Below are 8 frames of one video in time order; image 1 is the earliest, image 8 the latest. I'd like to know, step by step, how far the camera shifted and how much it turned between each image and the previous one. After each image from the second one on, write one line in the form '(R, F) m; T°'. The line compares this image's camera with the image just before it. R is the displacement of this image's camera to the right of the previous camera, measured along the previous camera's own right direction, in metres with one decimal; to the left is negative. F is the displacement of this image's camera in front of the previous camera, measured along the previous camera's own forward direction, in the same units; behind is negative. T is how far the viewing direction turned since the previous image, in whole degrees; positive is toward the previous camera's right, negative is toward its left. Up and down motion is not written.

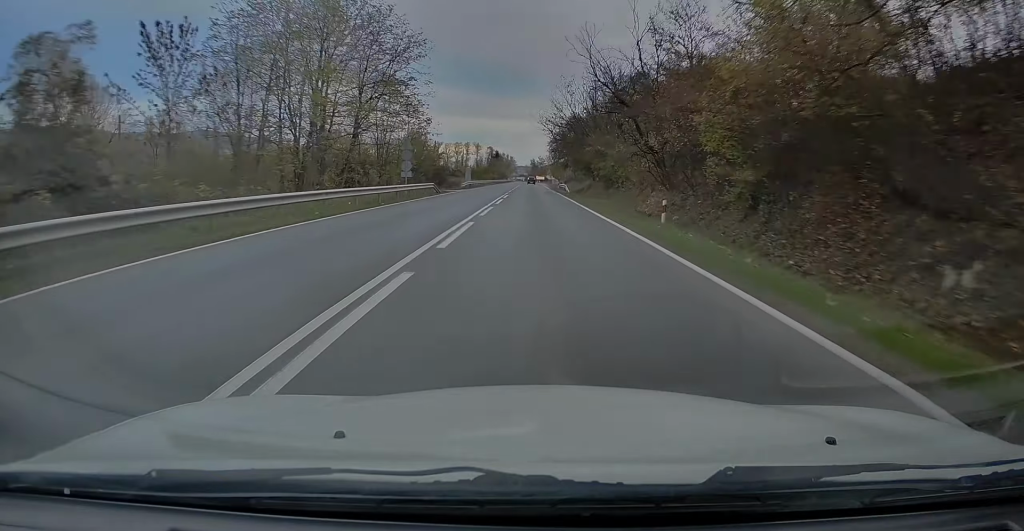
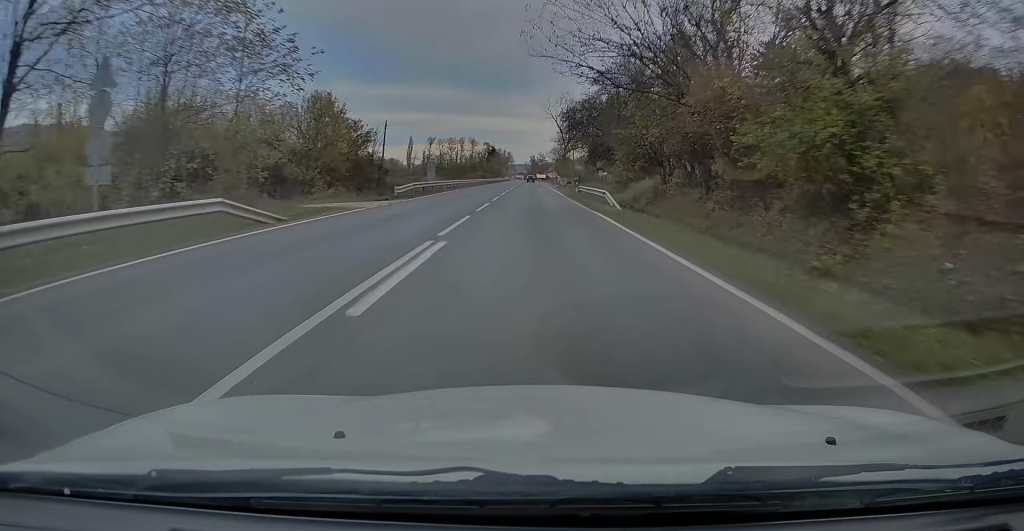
(+0.6, +31.6) m; +1°
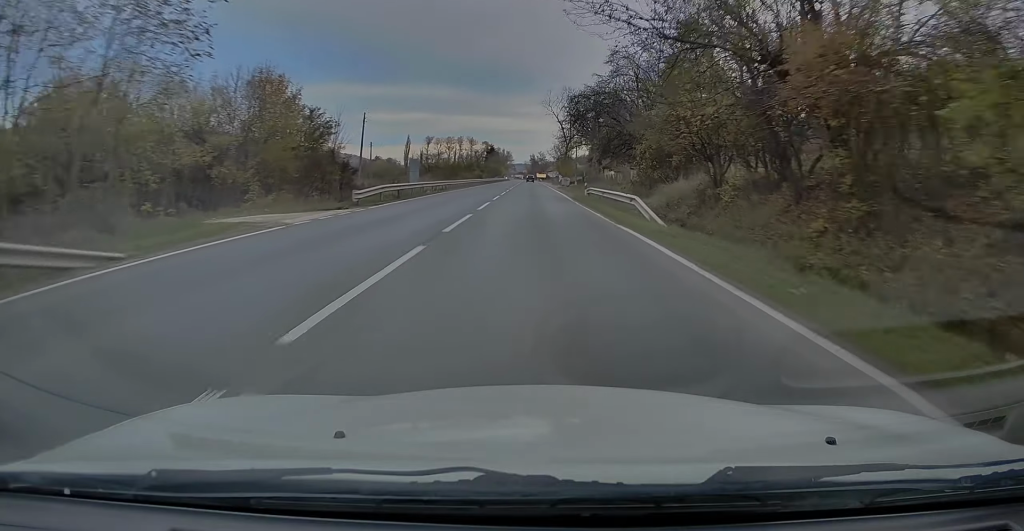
(+0.1, +7.9) m; 0°
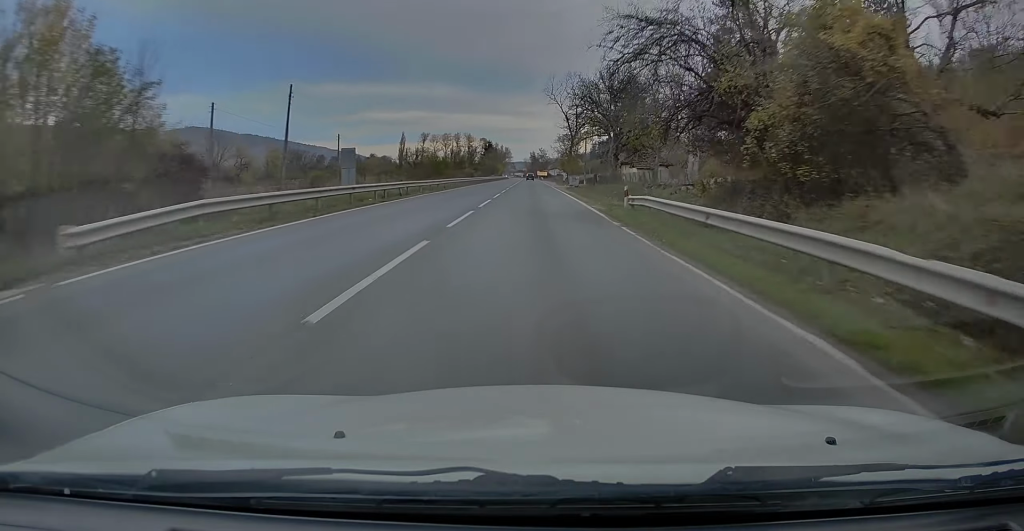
(-0.5, +17.0) m; -1°
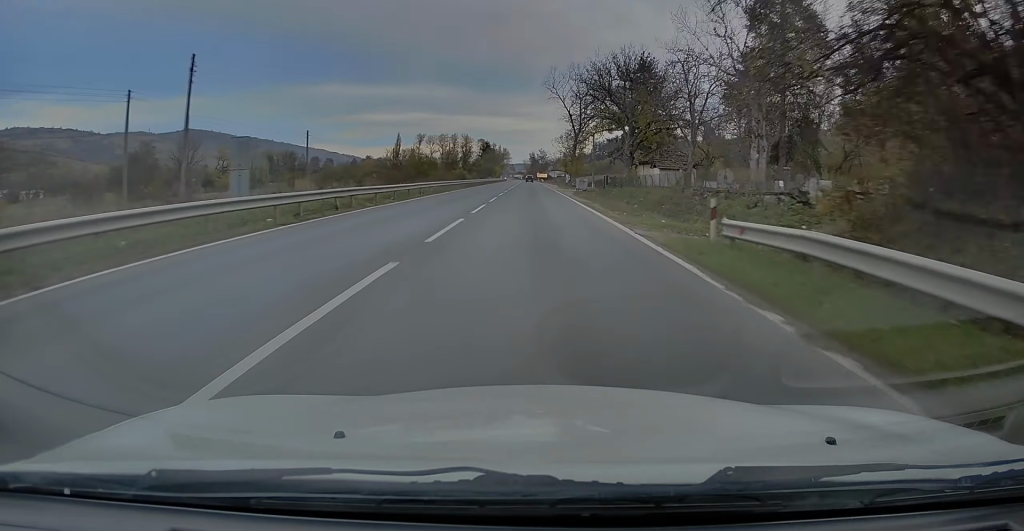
(+0.1, +11.5) m; 0°
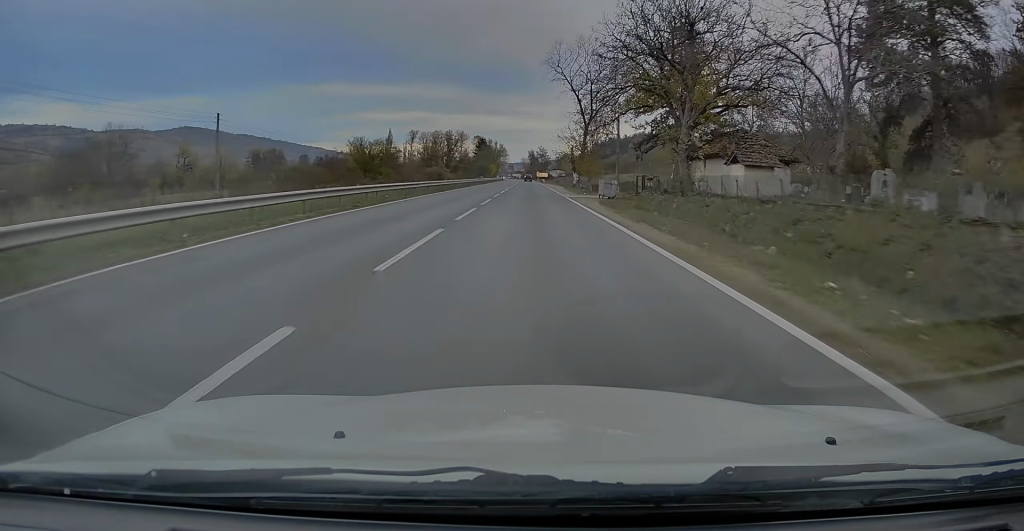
(+0.1, +21.2) m; 0°
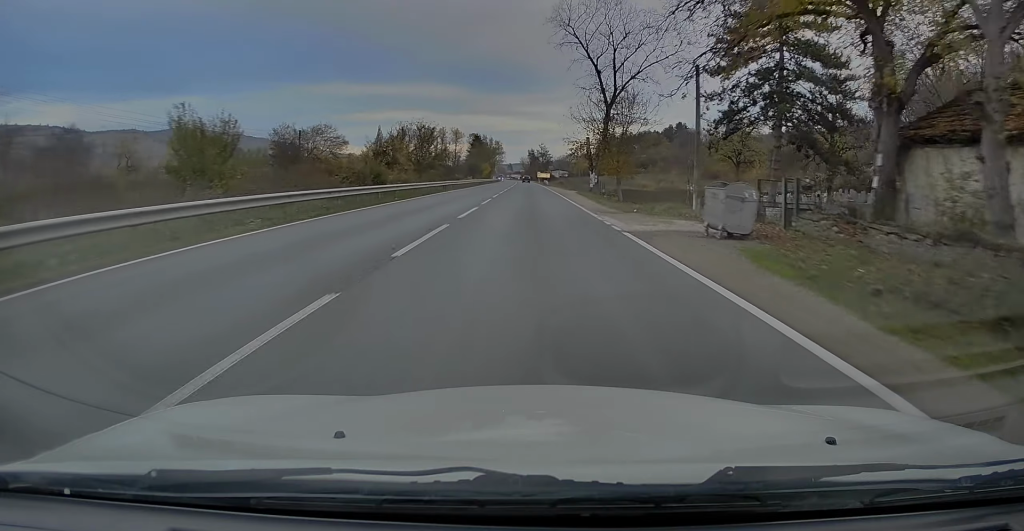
(0.0, +25.3) m; 0°
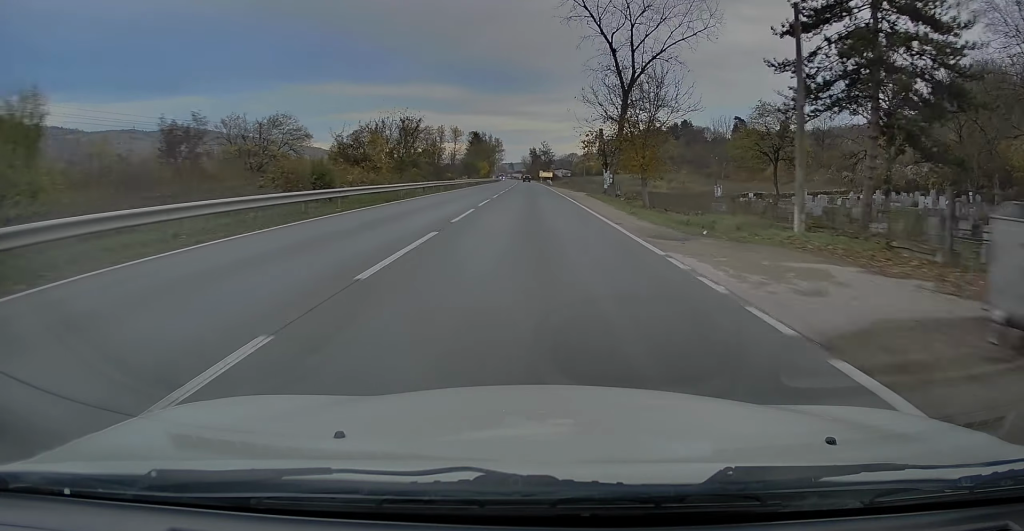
(0.0, +10.8) m; 0°
